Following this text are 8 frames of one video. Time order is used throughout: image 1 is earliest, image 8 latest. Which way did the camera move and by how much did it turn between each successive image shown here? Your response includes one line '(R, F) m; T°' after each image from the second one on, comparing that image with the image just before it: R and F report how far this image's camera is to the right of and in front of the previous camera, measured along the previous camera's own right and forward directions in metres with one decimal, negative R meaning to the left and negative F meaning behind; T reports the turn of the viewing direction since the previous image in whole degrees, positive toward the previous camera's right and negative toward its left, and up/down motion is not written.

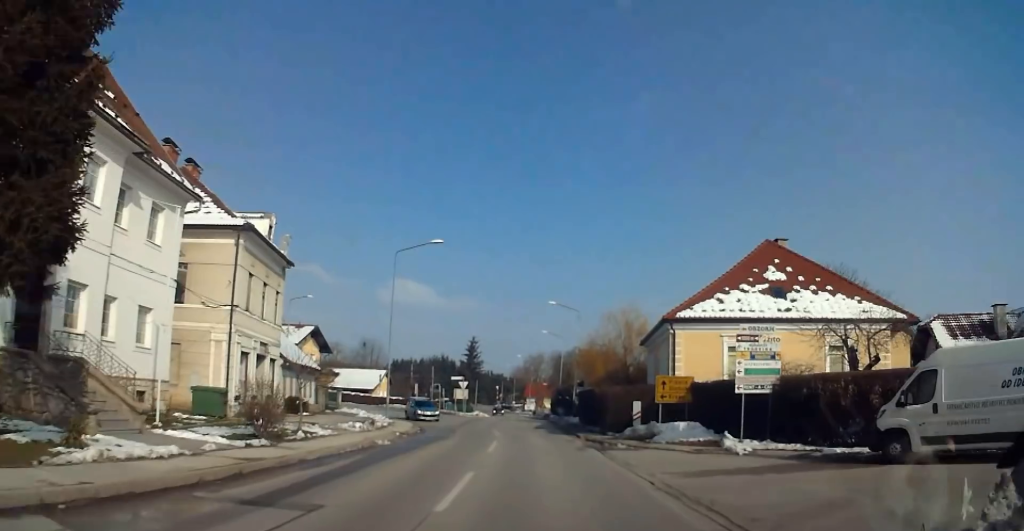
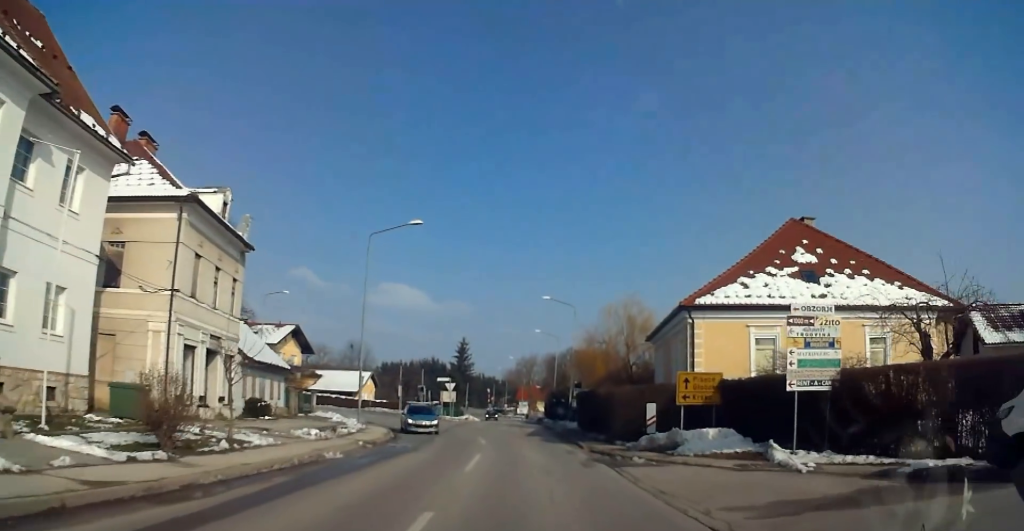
(+0.2, +5.0) m; 0°
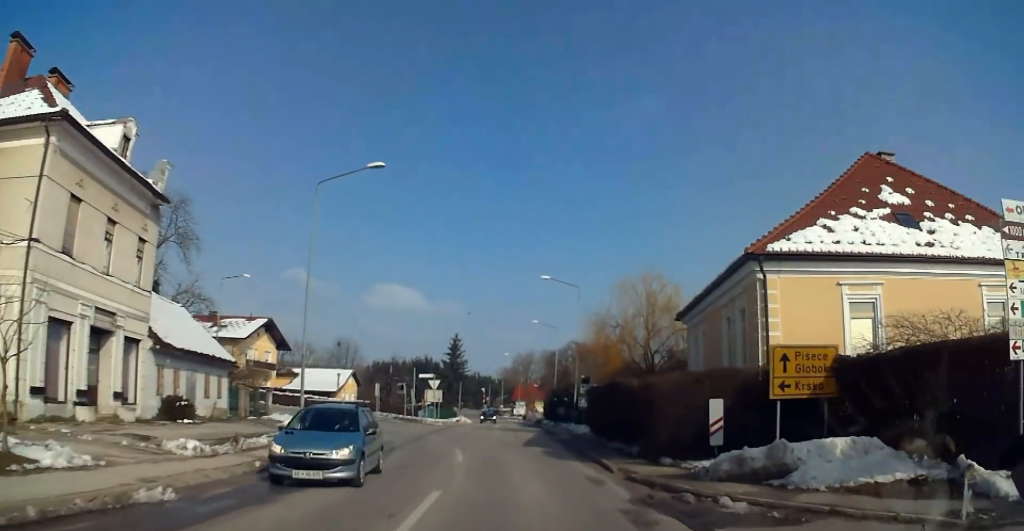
(-0.1, +8.7) m; -3°
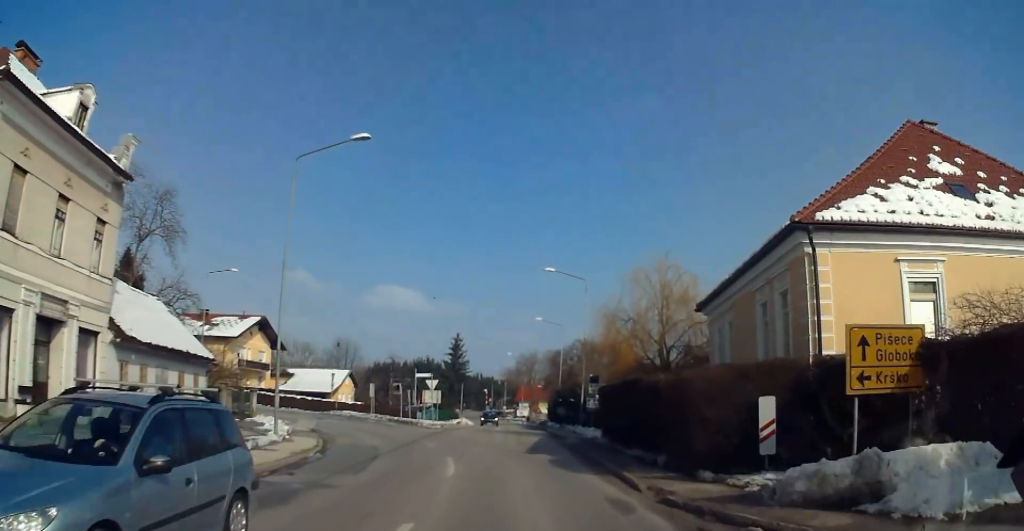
(0.0, +3.1) m; -1°
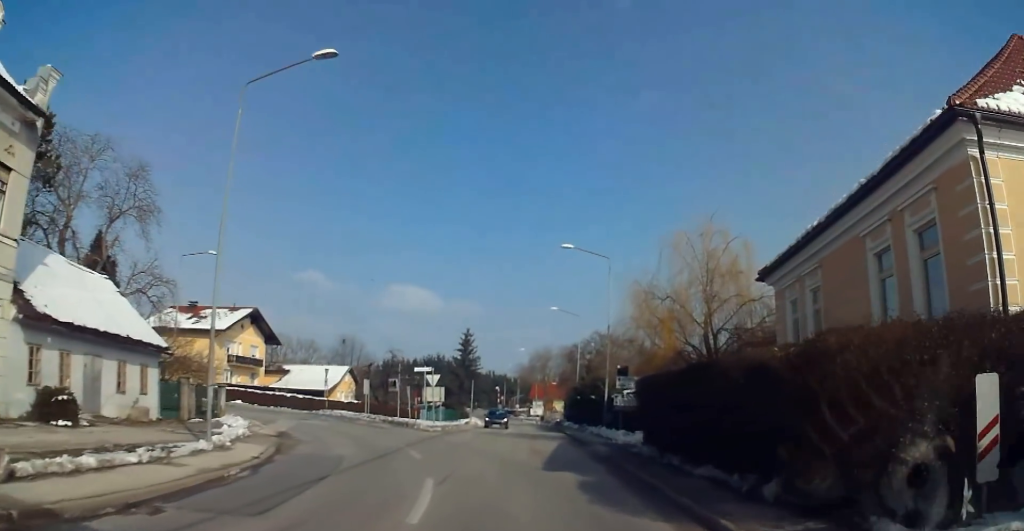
(-0.2, +6.1) m; 0°
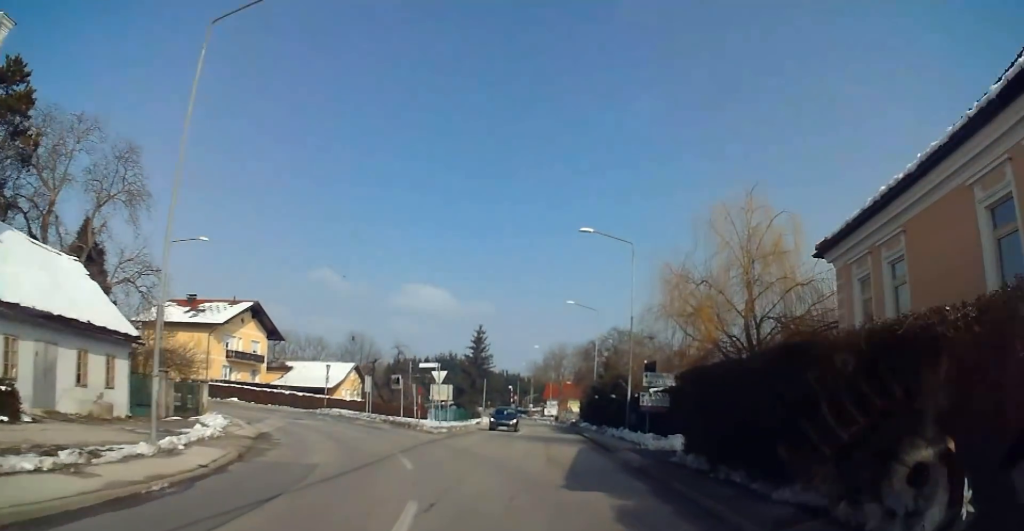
(+0.1, +3.5) m; +1°
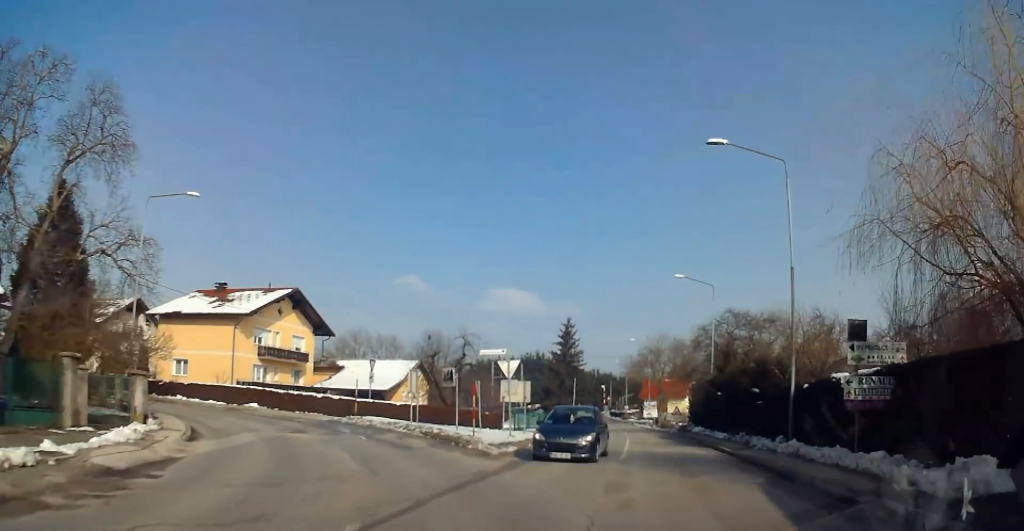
(+0.2, +12.6) m; -4°
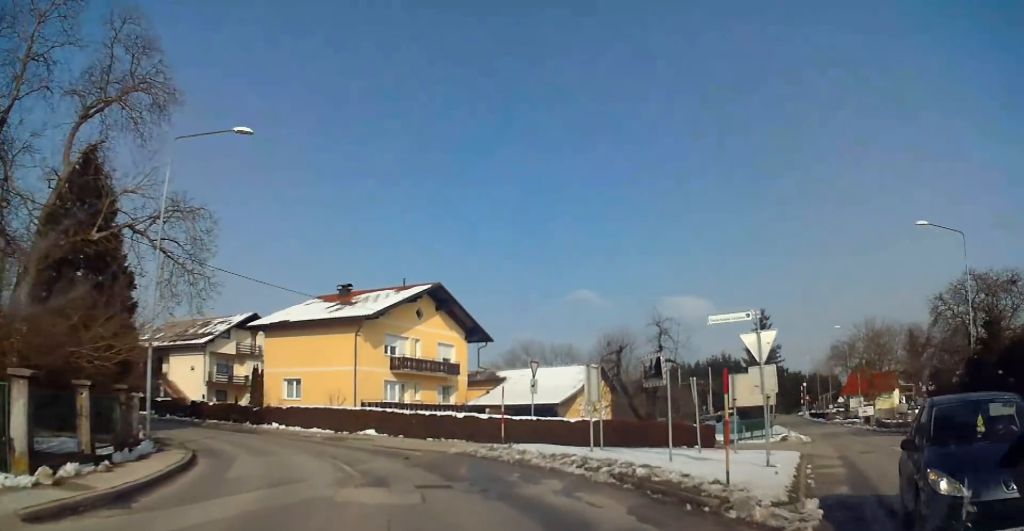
(-2.6, +10.7) m; -20°
